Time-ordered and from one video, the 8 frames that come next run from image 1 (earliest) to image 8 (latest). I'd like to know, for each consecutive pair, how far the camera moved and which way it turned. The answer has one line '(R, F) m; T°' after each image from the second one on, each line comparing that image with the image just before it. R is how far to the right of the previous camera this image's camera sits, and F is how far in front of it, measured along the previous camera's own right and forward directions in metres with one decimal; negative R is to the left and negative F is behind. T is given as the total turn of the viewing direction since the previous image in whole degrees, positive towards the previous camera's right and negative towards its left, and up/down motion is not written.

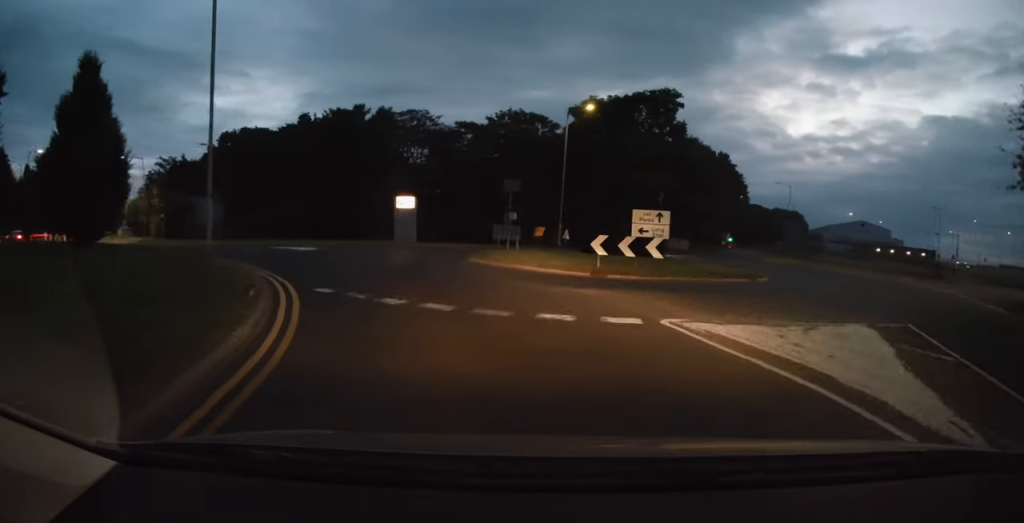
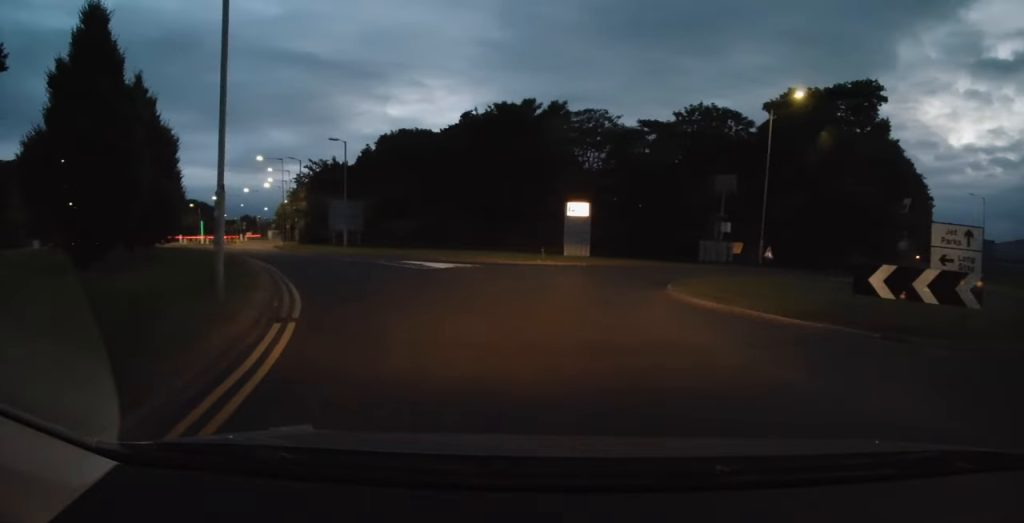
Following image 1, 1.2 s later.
(-1.2, +7.0) m; -17°
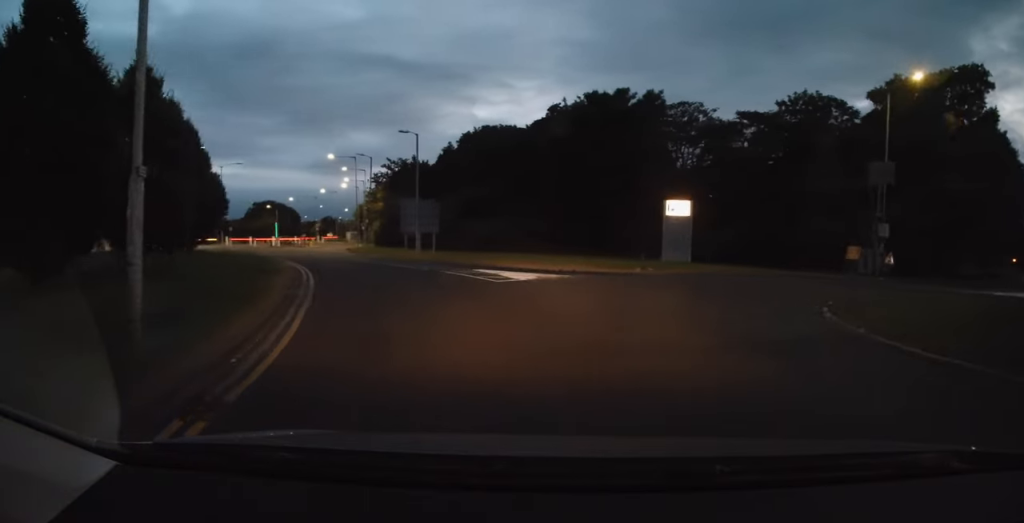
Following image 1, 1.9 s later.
(-0.3, +4.0) m; -8°
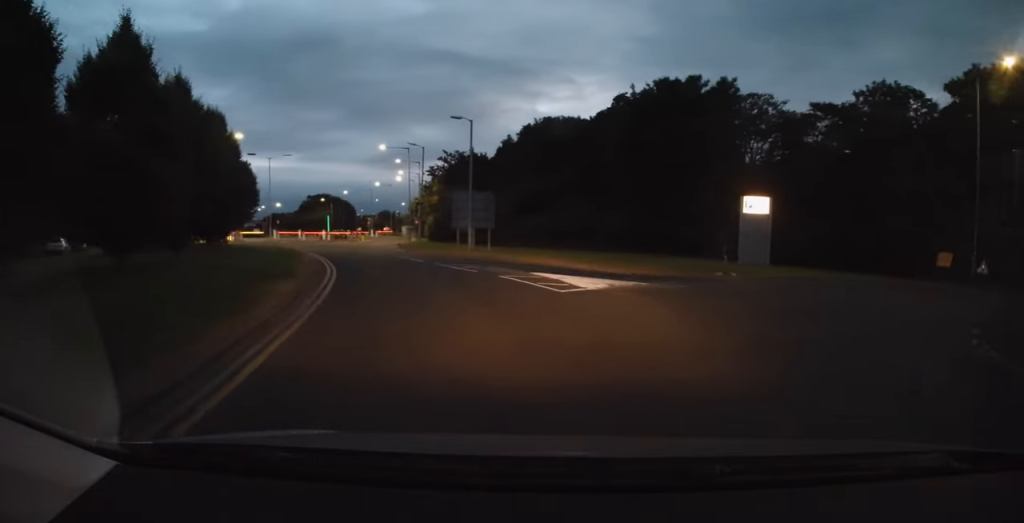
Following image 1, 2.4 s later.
(0.0, +2.9) m; -6°
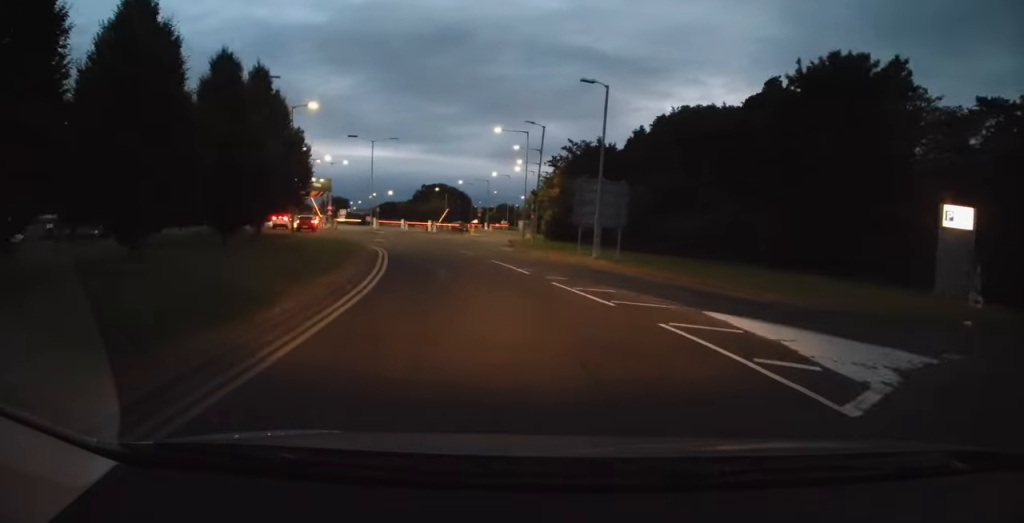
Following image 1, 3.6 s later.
(-1.0, +7.0) m; -14°
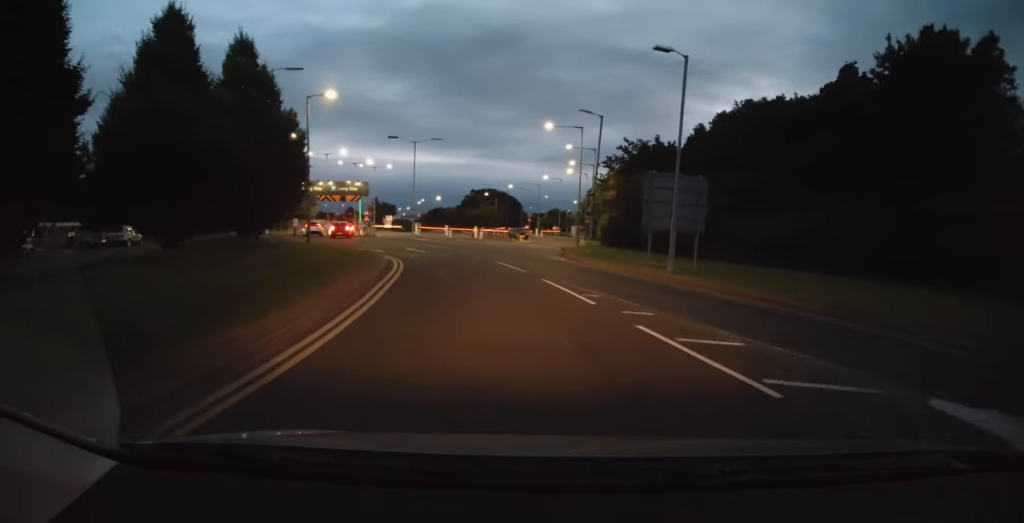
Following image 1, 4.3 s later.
(-0.3, +4.7) m; -7°
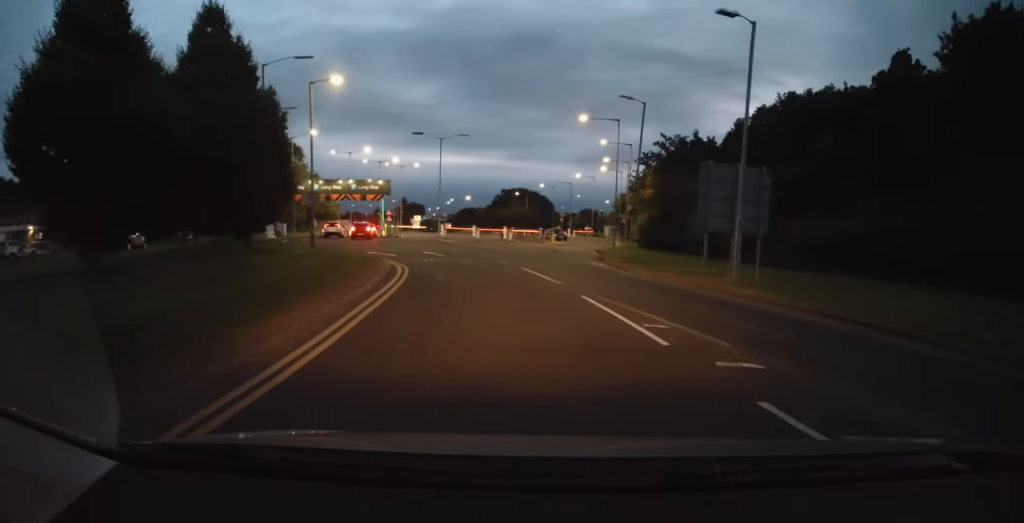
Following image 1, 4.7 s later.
(-0.2, +3.3) m; -3°
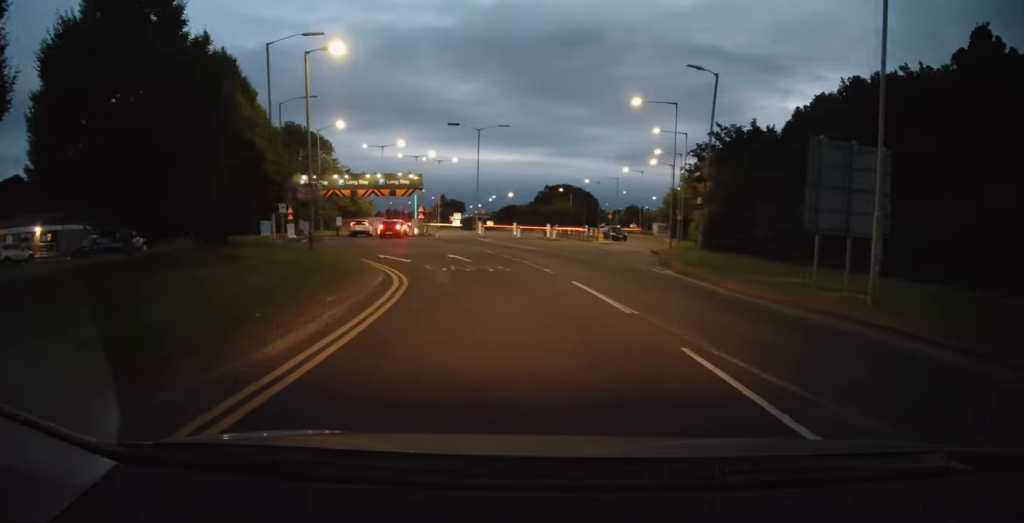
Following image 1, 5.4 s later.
(-0.2, +4.8) m; -3°
